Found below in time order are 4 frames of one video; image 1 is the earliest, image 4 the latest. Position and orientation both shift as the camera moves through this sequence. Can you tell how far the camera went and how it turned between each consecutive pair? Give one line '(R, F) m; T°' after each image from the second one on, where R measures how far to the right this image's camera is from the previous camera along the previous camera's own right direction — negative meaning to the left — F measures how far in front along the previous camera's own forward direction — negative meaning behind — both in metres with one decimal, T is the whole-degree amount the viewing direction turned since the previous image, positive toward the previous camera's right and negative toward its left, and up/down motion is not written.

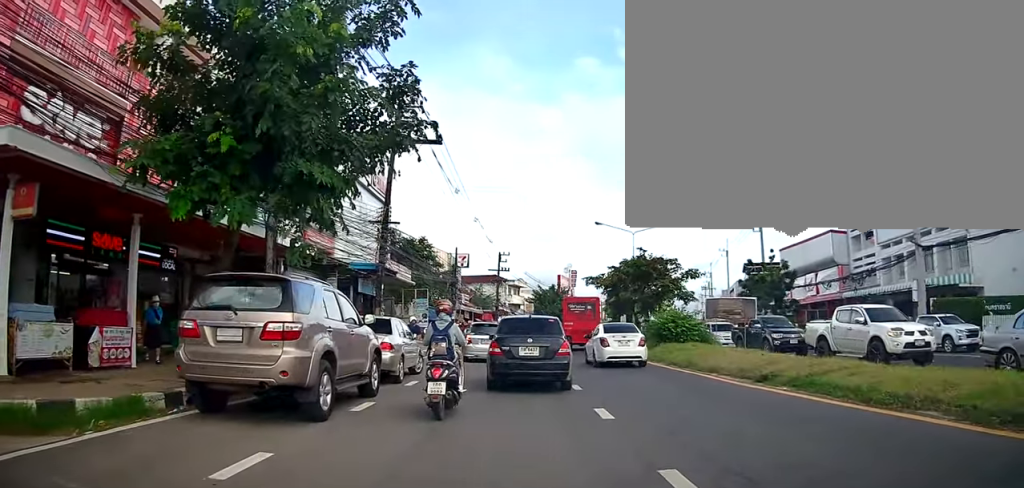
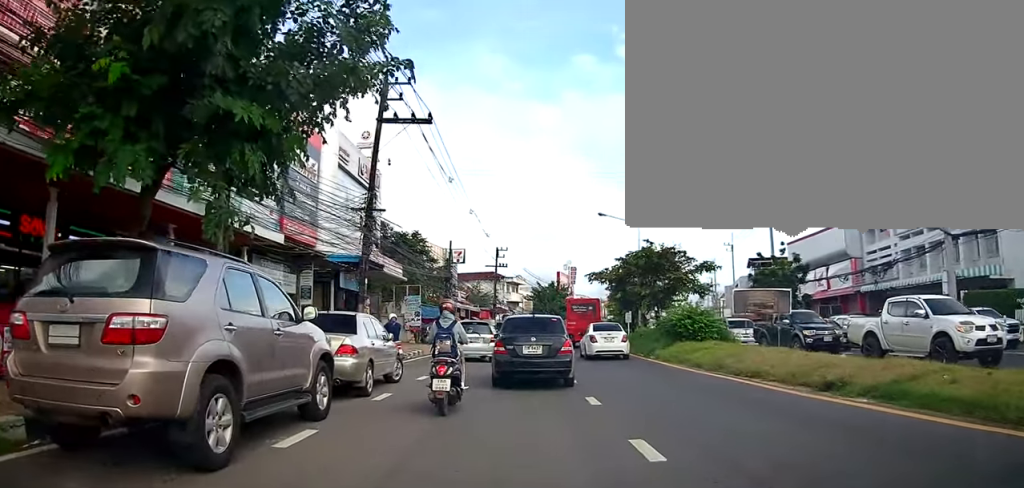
(-0.3, +2.7) m; -5°
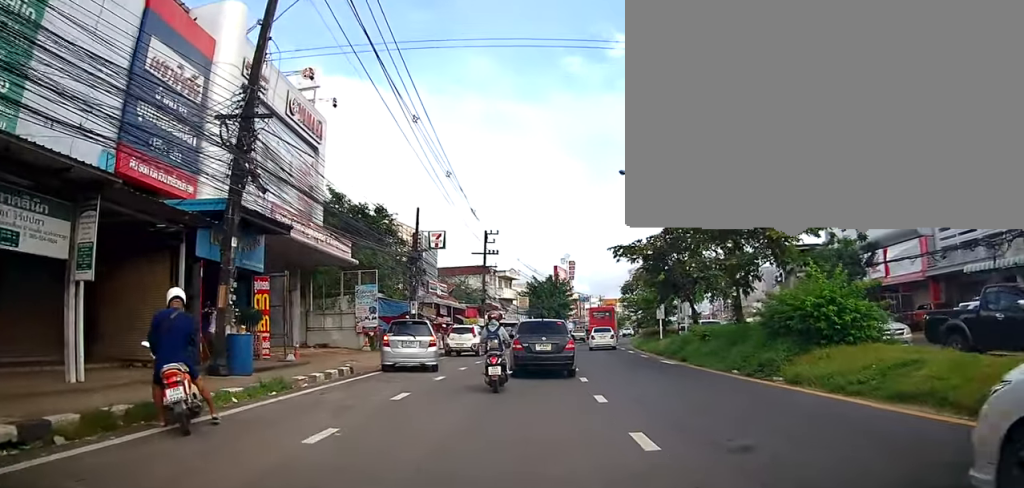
(-0.9, +11.2) m; -3°
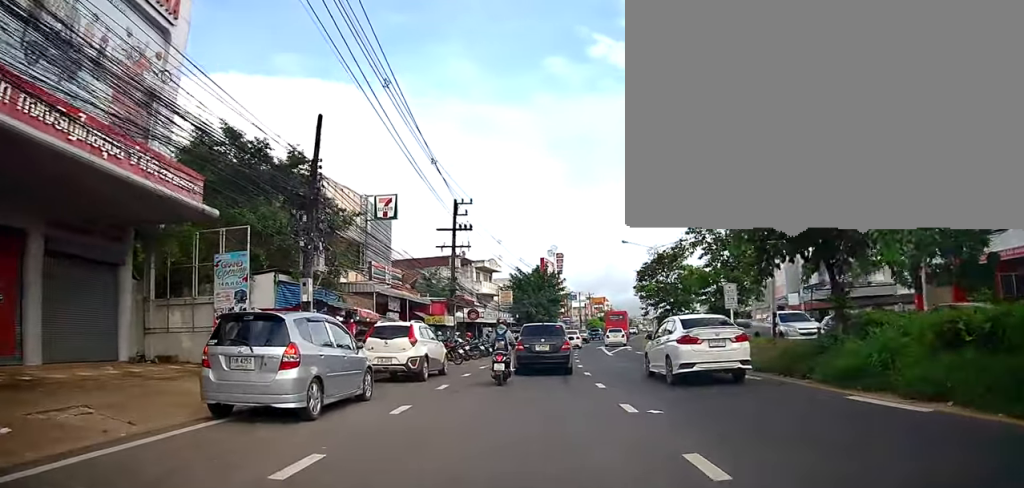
(+0.7, +12.8) m; +5°
